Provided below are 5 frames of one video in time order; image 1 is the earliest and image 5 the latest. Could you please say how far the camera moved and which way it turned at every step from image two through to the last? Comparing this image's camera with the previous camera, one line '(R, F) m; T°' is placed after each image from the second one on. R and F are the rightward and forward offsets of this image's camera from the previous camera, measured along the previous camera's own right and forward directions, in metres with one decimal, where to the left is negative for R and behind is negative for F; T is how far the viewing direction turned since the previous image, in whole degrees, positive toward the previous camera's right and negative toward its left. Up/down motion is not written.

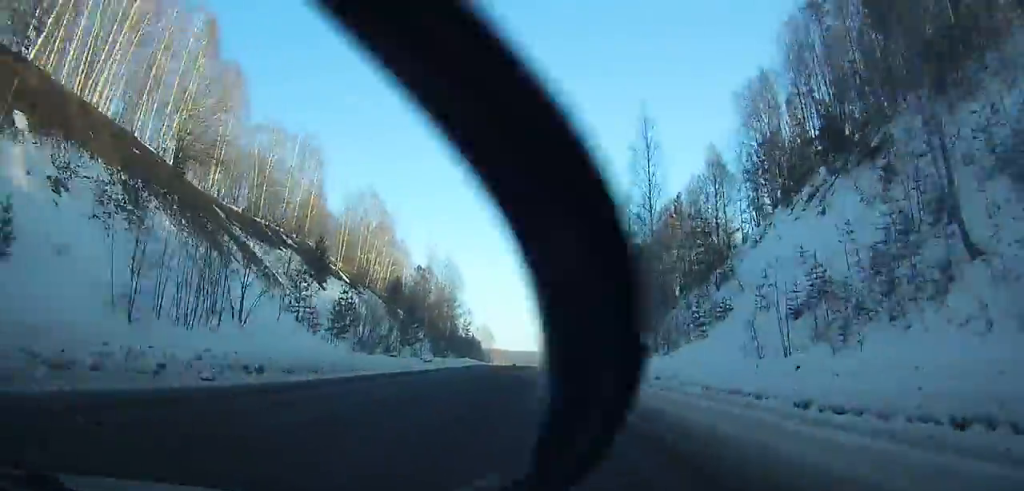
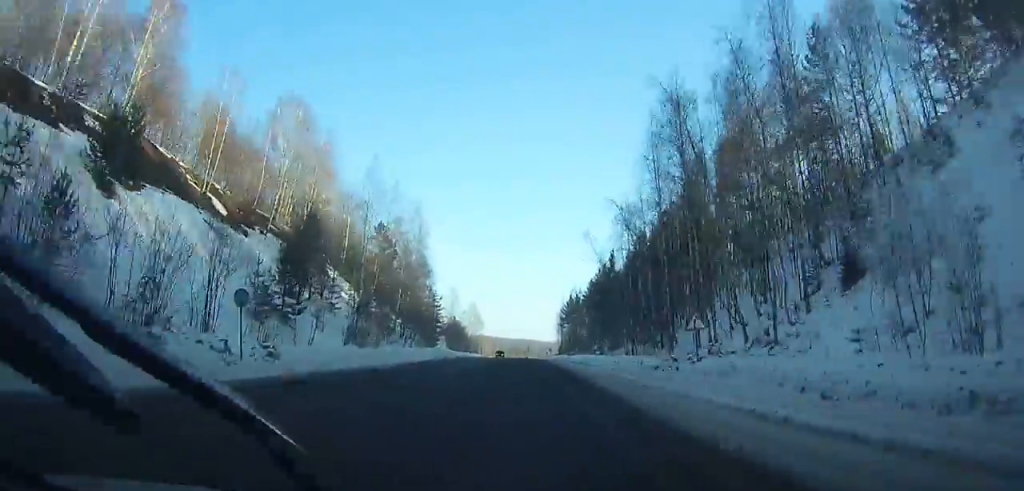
(-0.1, +39.5) m; 0°
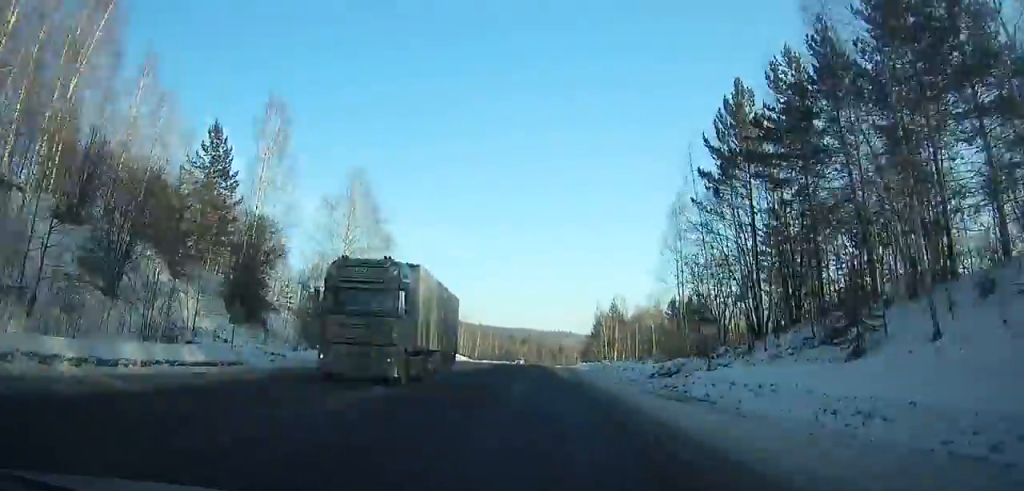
(+1.0, +134.6) m; +1°
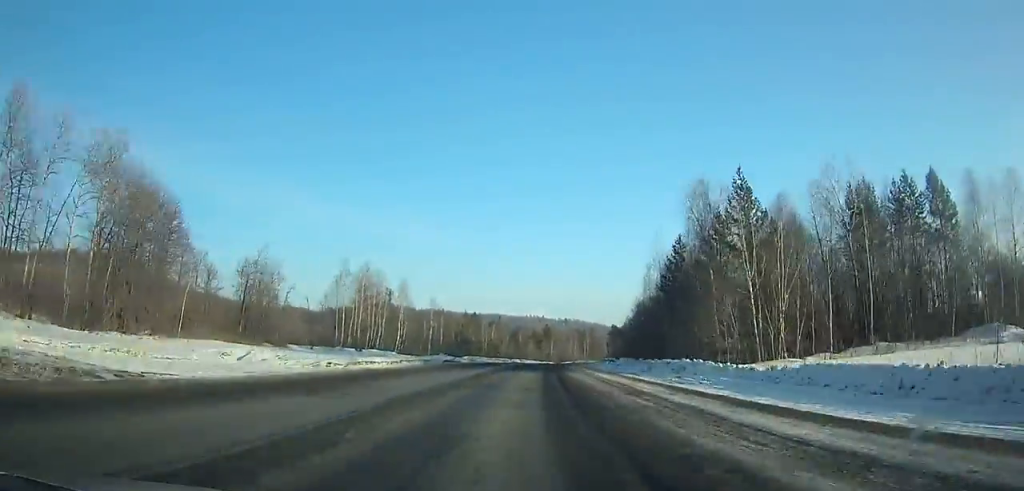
(+2.4, +96.7) m; +5°
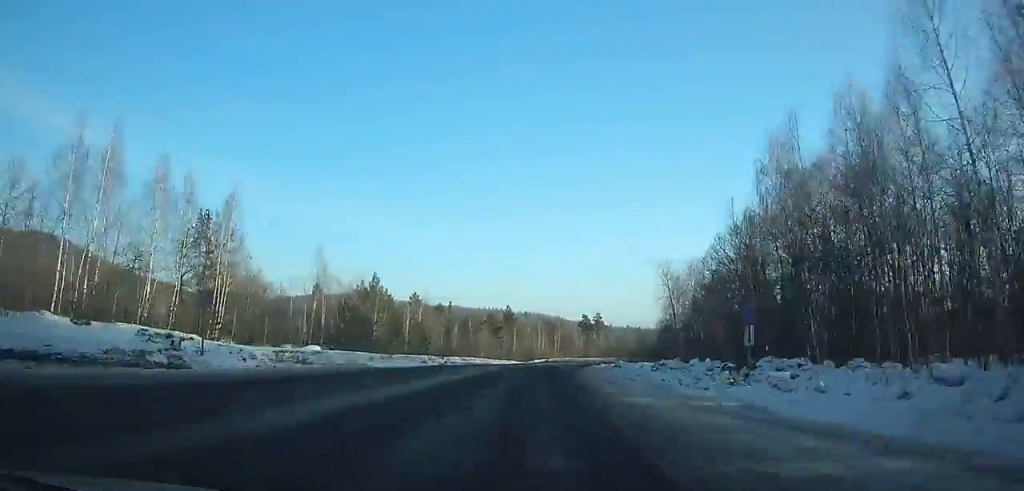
(+2.6, +53.9) m; +5°
